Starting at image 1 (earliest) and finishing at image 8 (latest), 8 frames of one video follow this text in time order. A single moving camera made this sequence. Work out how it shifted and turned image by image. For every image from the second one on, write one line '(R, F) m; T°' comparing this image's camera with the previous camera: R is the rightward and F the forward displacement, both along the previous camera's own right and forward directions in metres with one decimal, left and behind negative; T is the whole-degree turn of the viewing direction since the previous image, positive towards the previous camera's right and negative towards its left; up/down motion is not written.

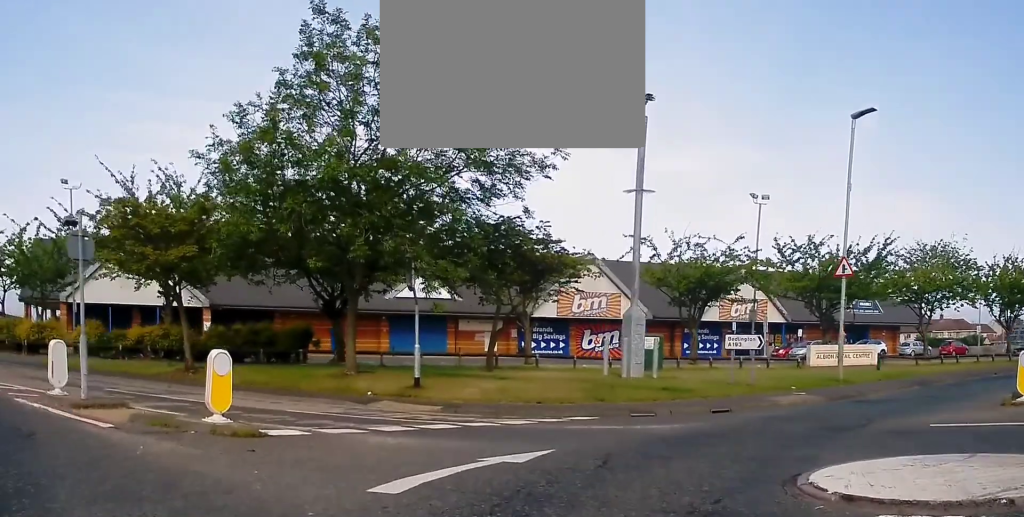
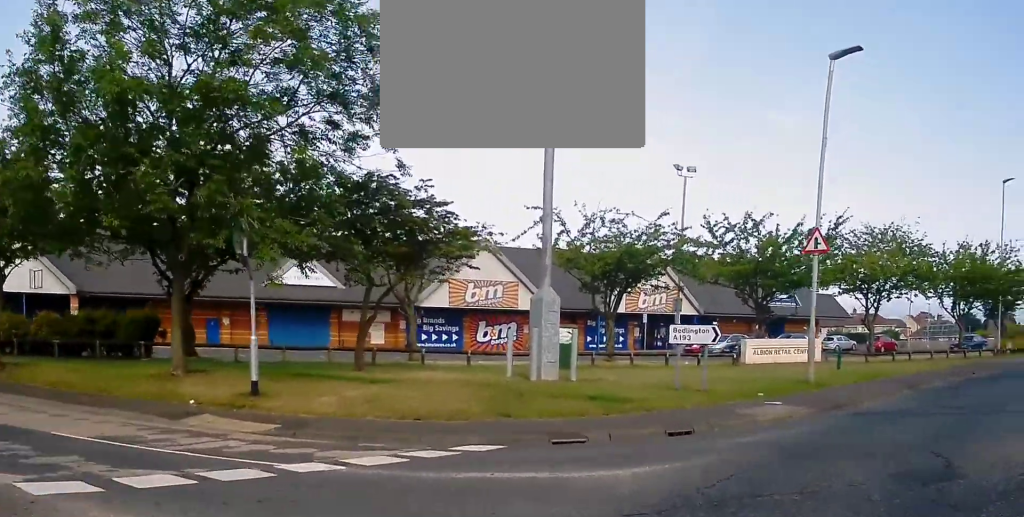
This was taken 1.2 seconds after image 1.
(-0.1, +5.7) m; +7°
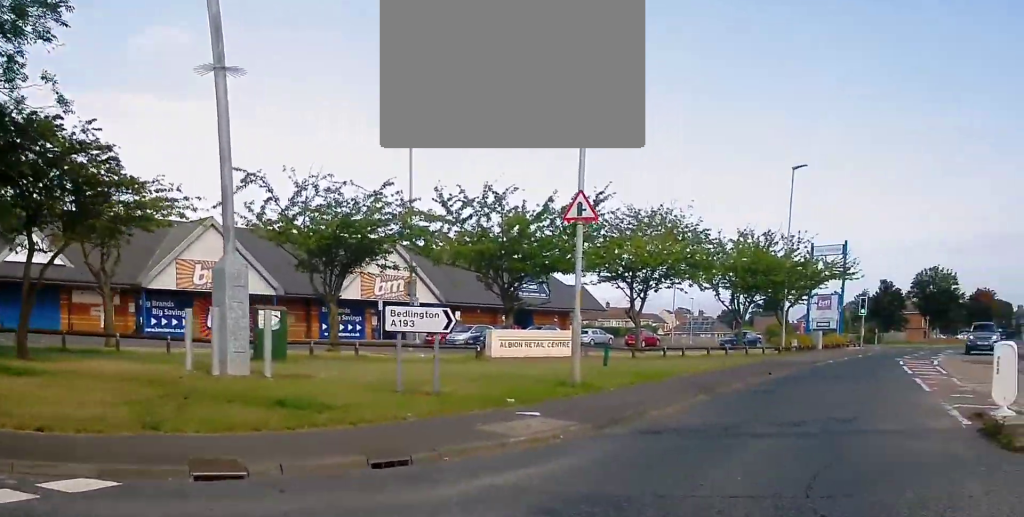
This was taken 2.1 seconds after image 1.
(+0.5, +3.9) m; +16°
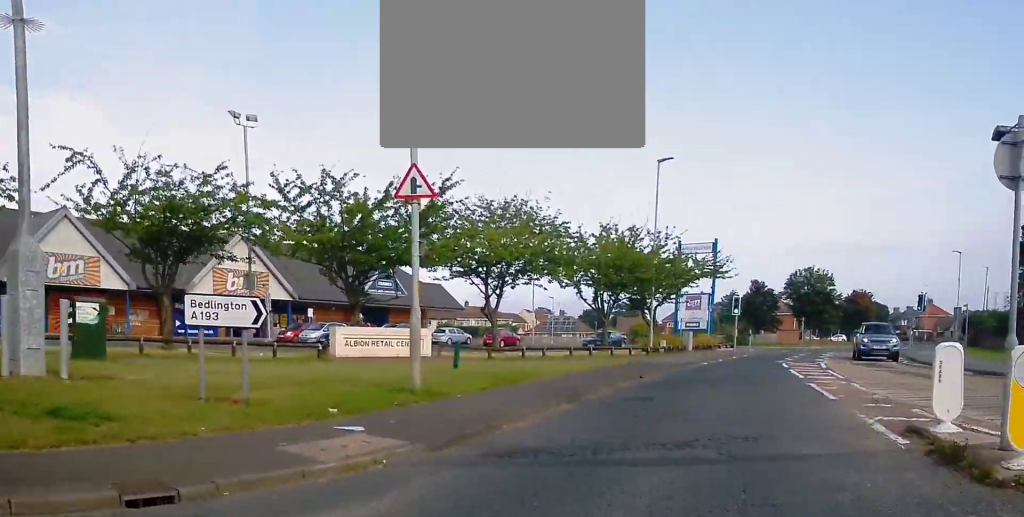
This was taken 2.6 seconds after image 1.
(+0.1, +2.1) m; +8°
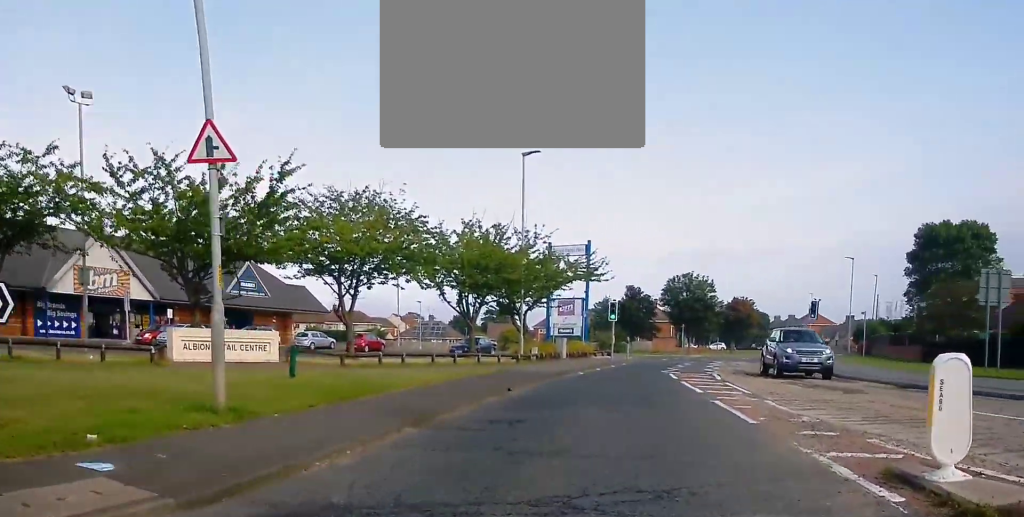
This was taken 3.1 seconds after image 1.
(+0.3, +2.6) m; +9°
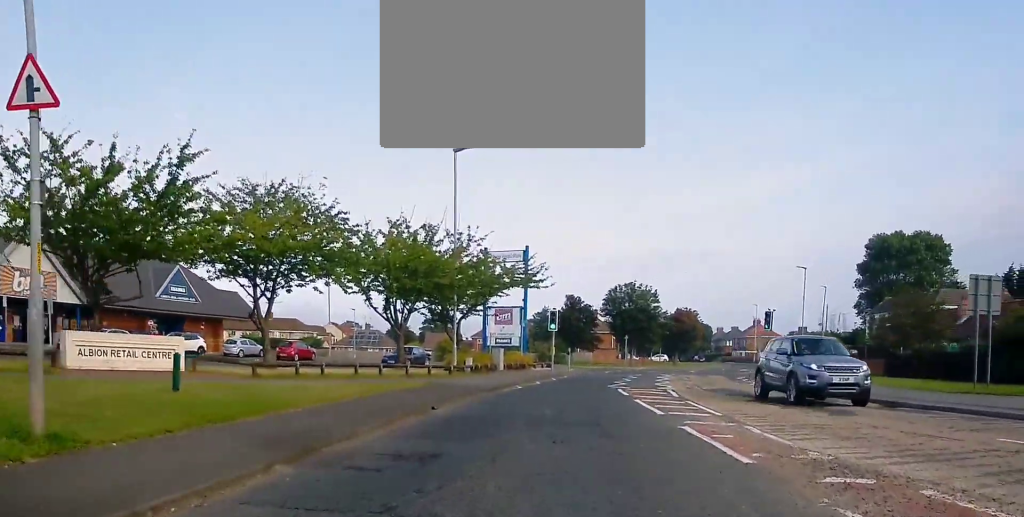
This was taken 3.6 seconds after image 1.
(+0.2, +2.6) m; +6°
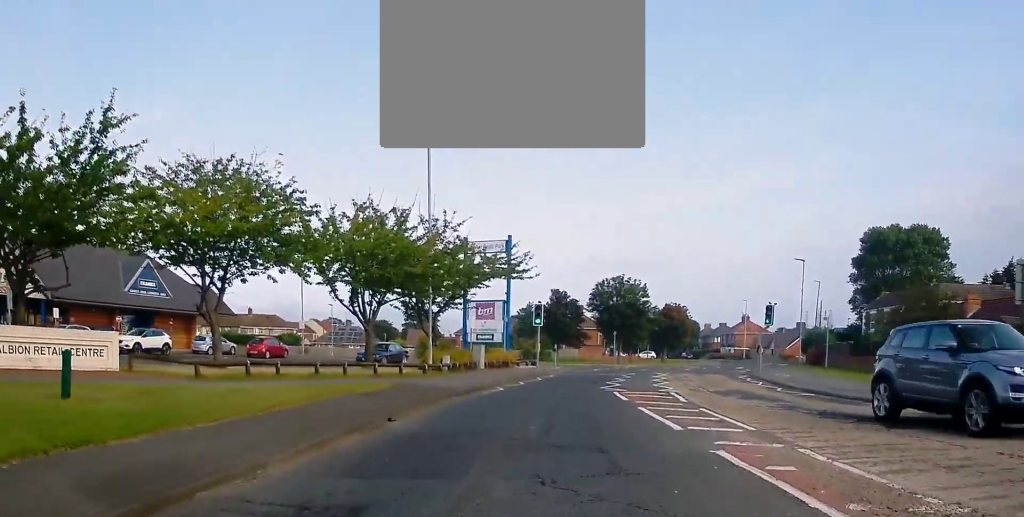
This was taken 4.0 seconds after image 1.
(+0.3, +3.0) m; +2°
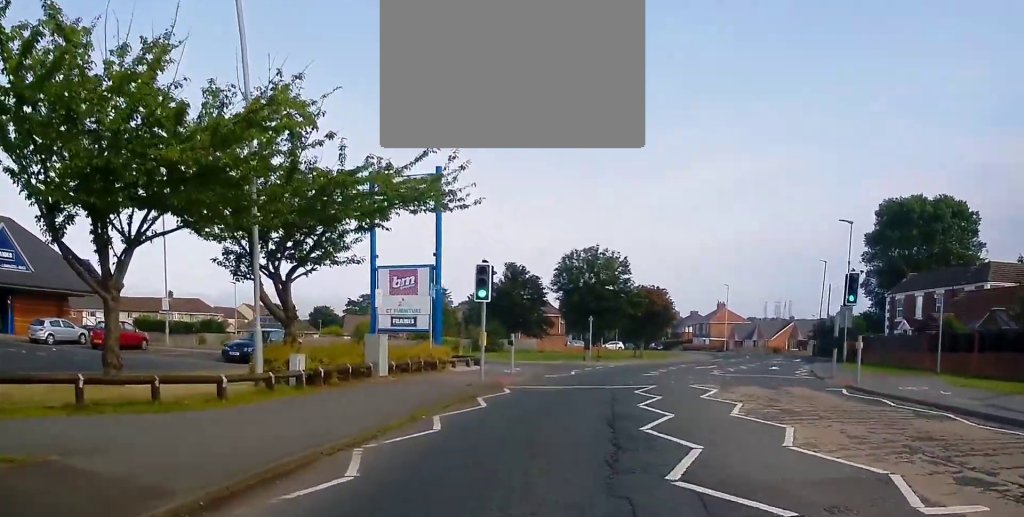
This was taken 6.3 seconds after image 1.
(-0.2, +16.2) m; 0°
